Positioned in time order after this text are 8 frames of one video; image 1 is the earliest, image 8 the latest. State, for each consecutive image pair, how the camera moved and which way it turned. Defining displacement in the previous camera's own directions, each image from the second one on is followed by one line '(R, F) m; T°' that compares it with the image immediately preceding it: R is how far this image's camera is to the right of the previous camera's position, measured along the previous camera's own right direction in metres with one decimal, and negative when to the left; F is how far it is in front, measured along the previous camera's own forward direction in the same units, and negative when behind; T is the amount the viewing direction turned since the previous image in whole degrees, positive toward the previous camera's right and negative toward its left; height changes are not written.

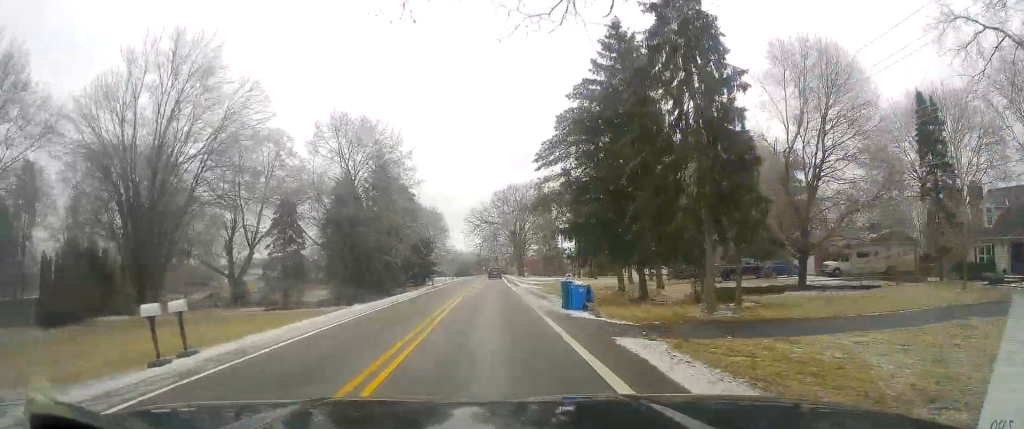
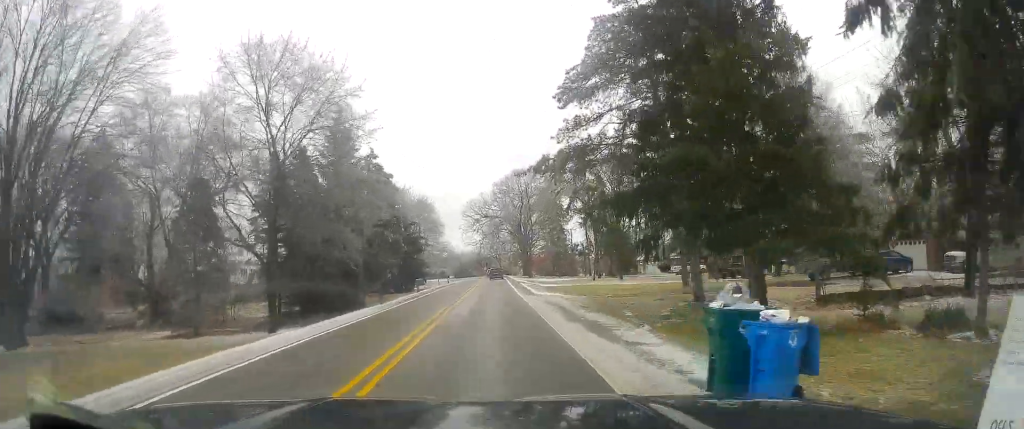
(-0.3, +16.2) m; +1°
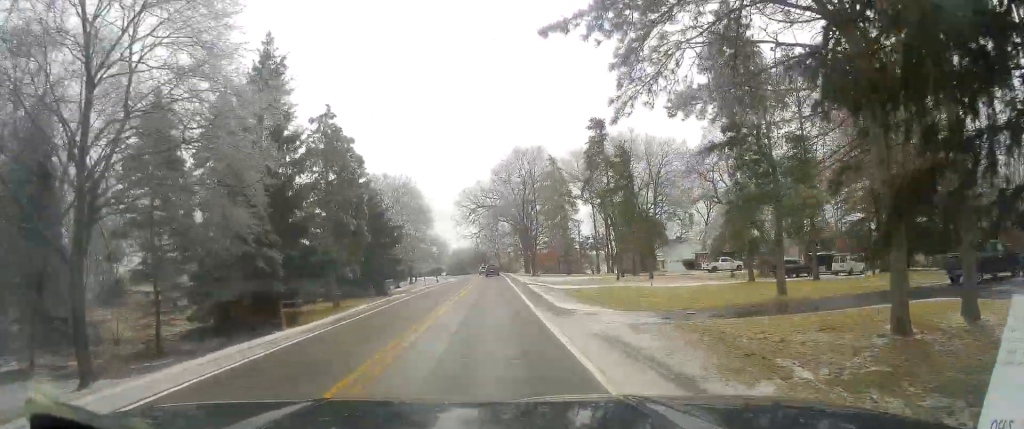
(+0.3, +14.9) m; 0°
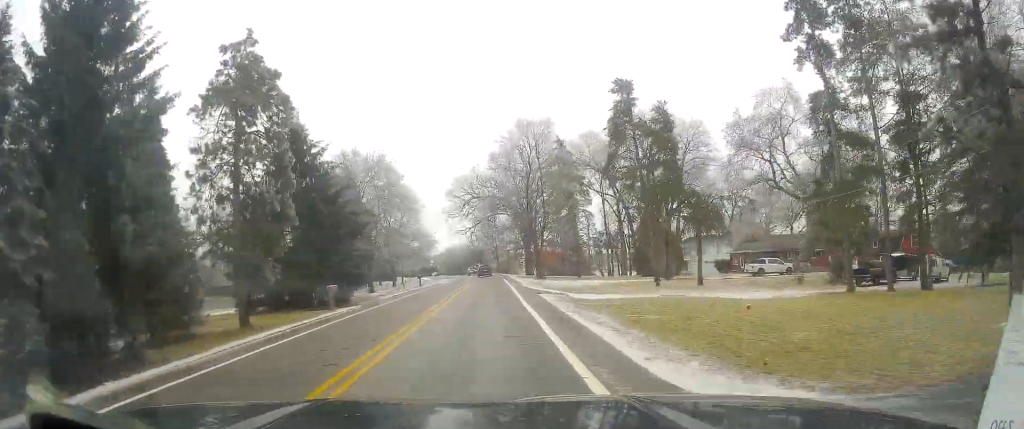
(+0.4, +15.0) m; -1°
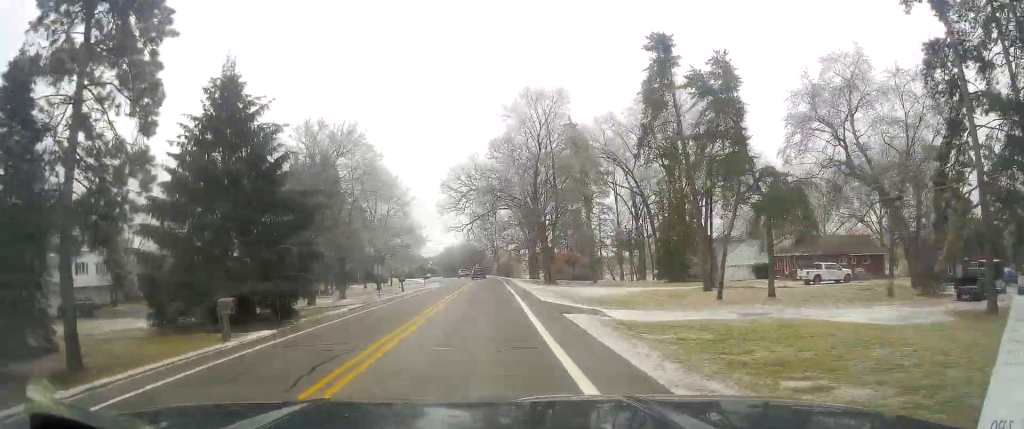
(-0.9, +12.1) m; 0°
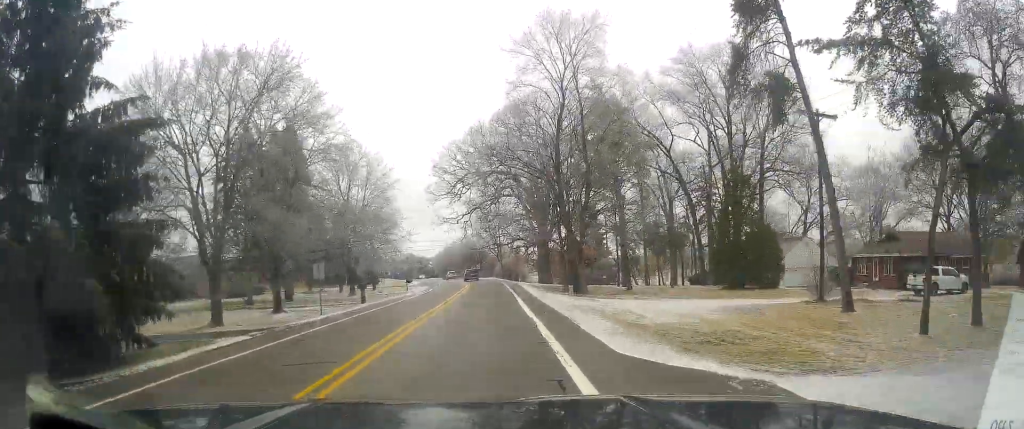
(+0.4, +16.3) m; +1°
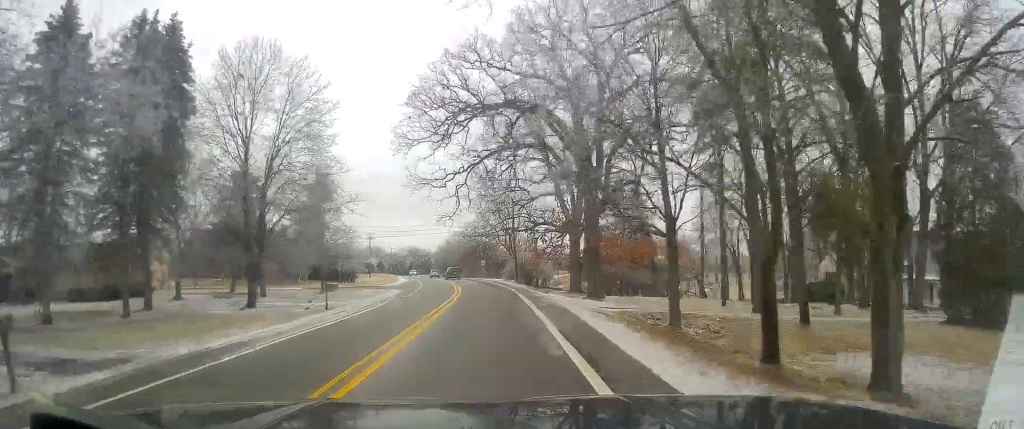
(0.0, +28.9) m; -2°
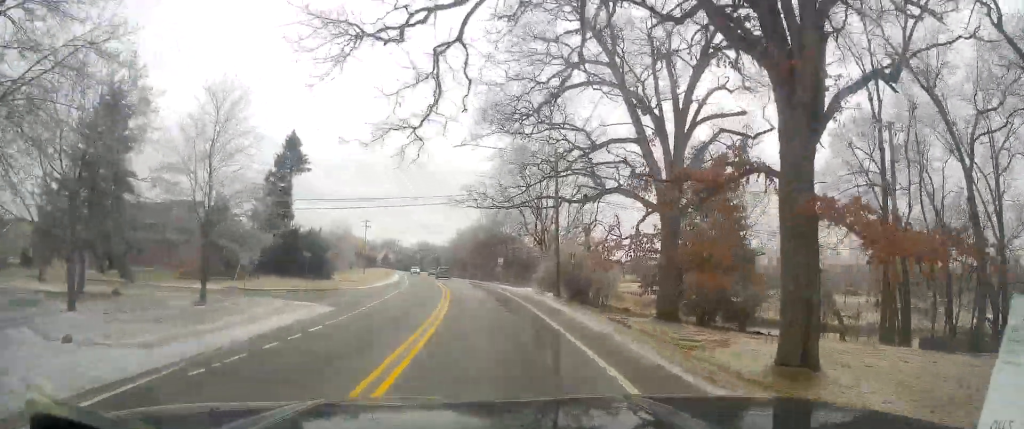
(-0.4, +26.7) m; -2°
